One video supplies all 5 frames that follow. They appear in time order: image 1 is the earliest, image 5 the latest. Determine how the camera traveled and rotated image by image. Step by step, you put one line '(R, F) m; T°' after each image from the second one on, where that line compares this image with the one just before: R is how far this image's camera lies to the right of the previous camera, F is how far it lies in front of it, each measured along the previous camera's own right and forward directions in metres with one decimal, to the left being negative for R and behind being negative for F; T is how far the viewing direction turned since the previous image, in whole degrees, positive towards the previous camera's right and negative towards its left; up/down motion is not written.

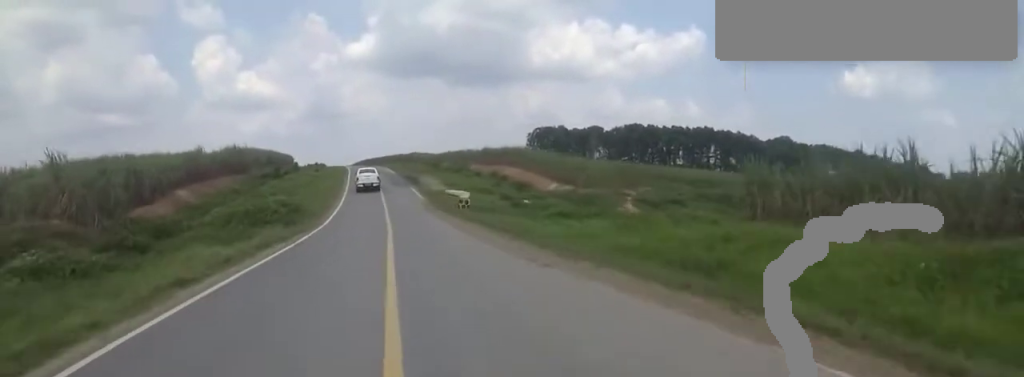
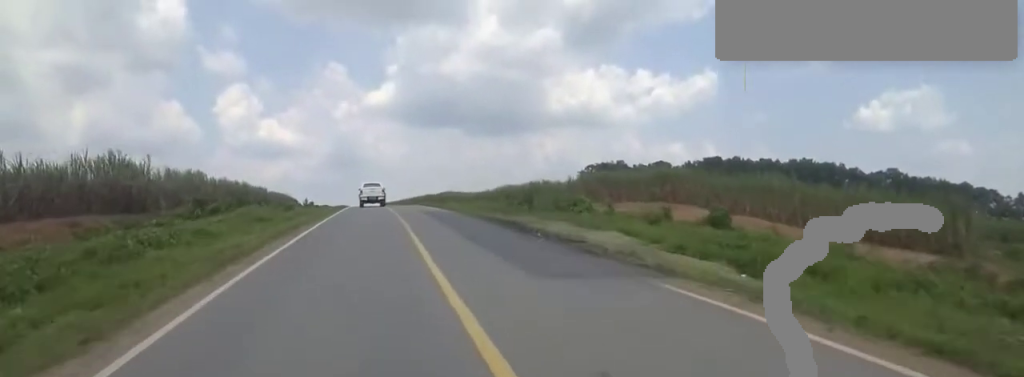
(-0.2, +34.8) m; -1°
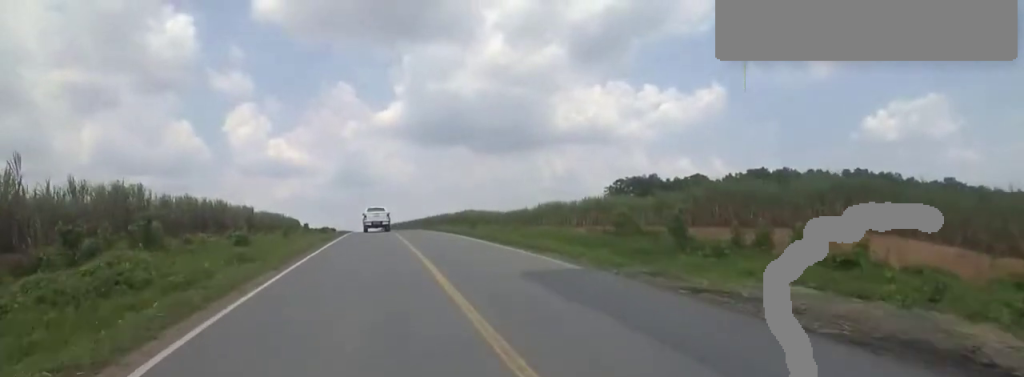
(+0.3, +14.7) m; -3°
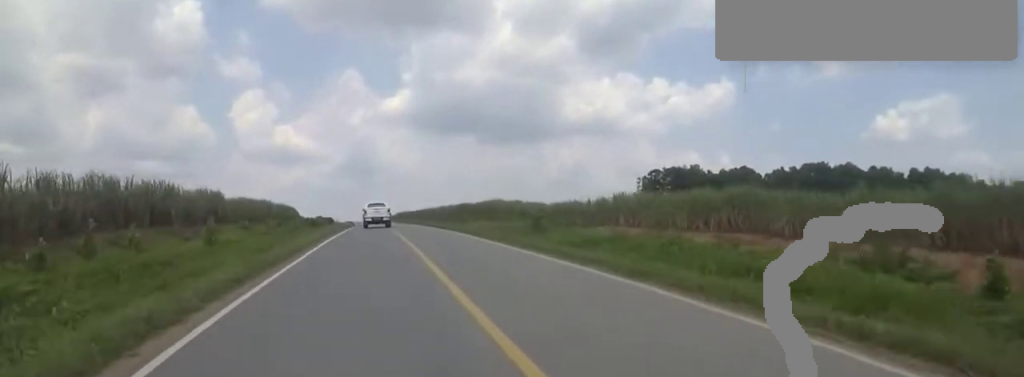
(-1.1, +16.3) m; -1°
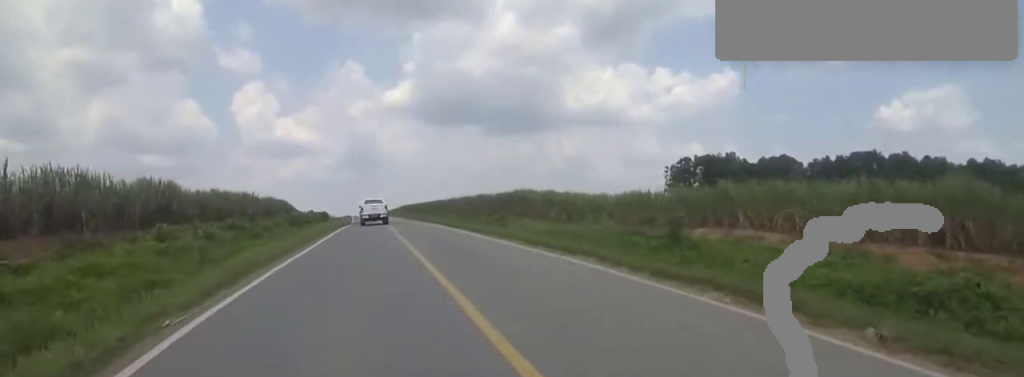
(+0.2, +13.0) m; +2°
